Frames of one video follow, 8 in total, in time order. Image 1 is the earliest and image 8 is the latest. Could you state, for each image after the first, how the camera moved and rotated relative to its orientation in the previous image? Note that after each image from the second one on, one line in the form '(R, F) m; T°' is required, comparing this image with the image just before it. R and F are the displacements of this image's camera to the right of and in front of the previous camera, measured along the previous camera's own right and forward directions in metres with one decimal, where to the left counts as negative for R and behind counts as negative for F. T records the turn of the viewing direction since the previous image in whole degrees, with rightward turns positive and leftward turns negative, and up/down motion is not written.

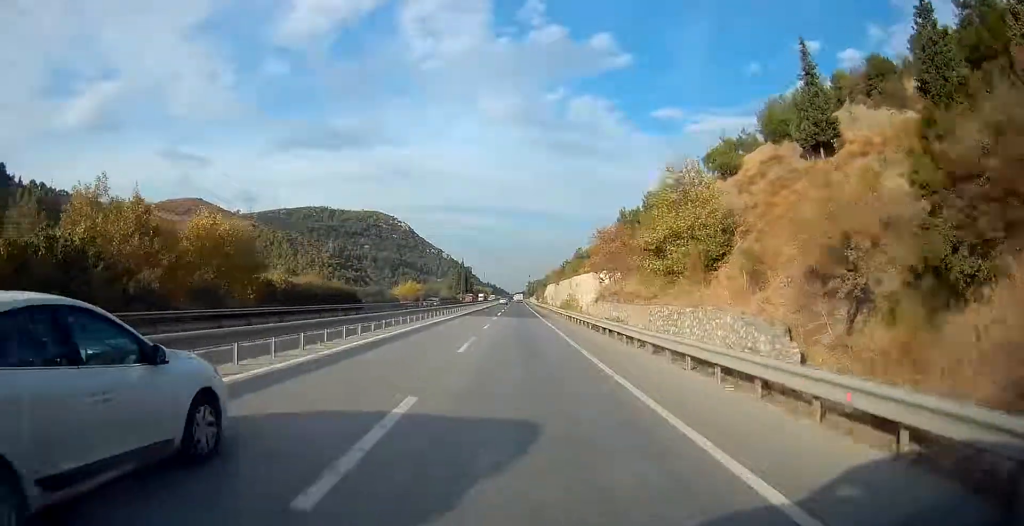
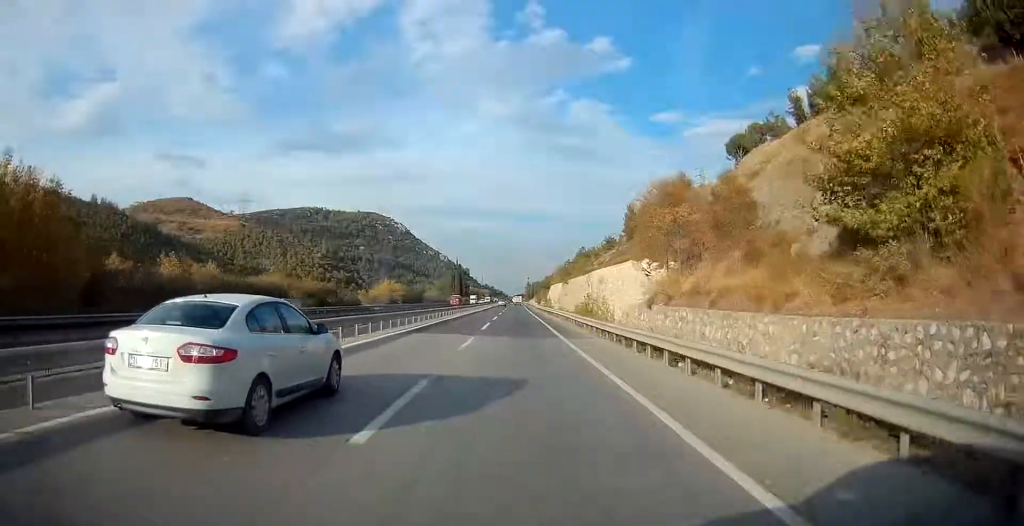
(0.0, +22.1) m; 0°
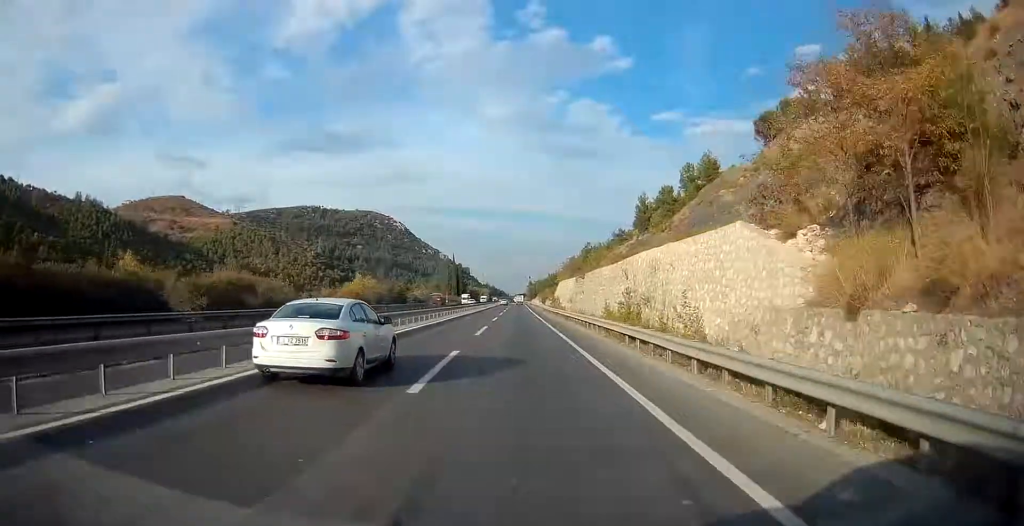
(+0.1, +20.0) m; 0°
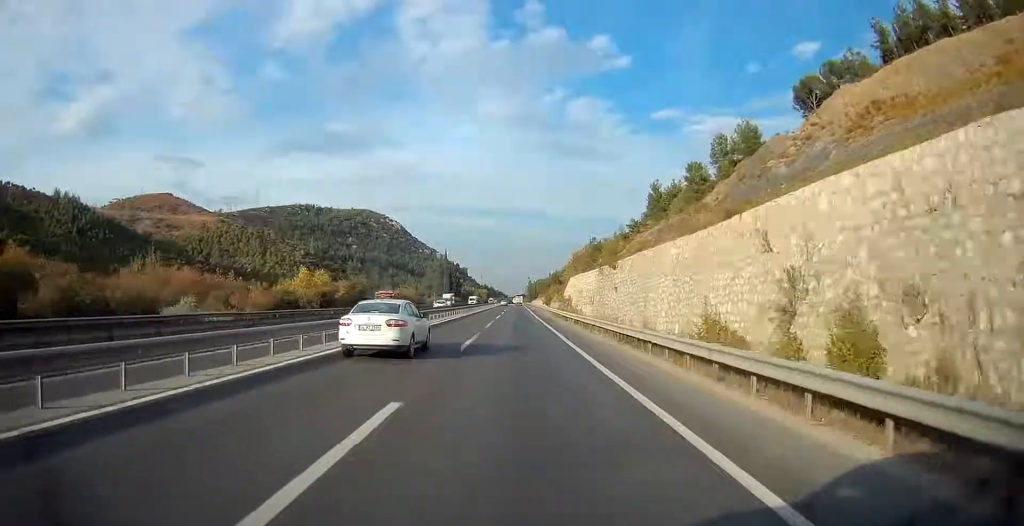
(-0.2, +23.5) m; 0°
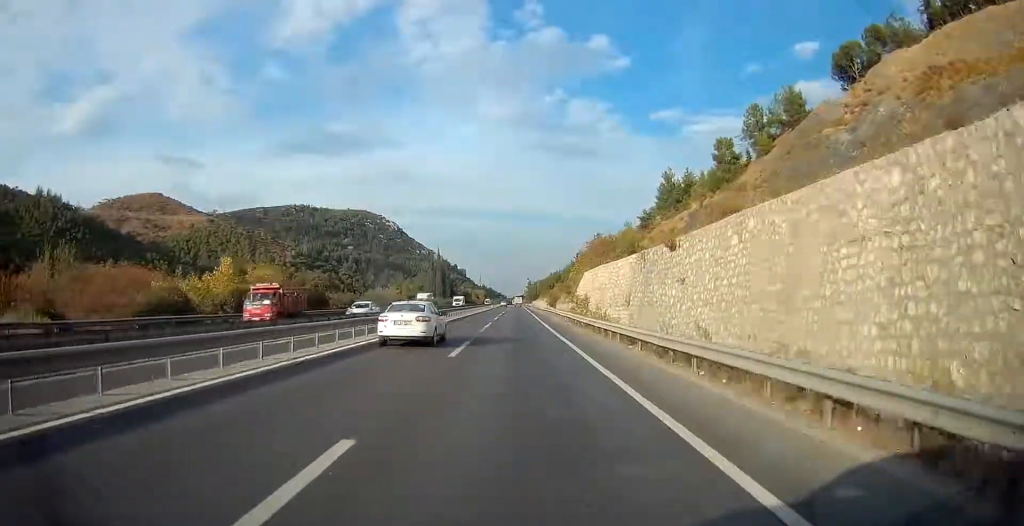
(+0.1, +18.6) m; 0°
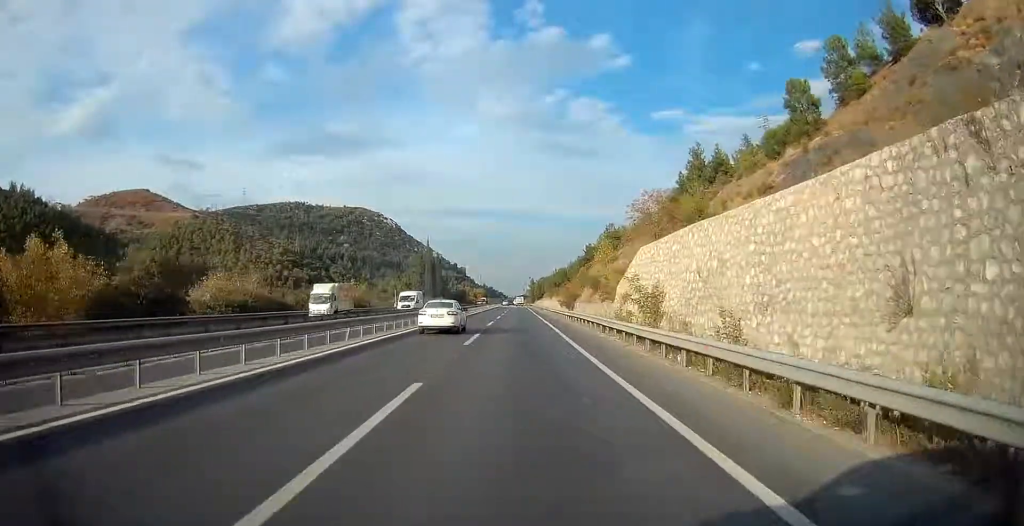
(+0.1, +29.1) m; 0°
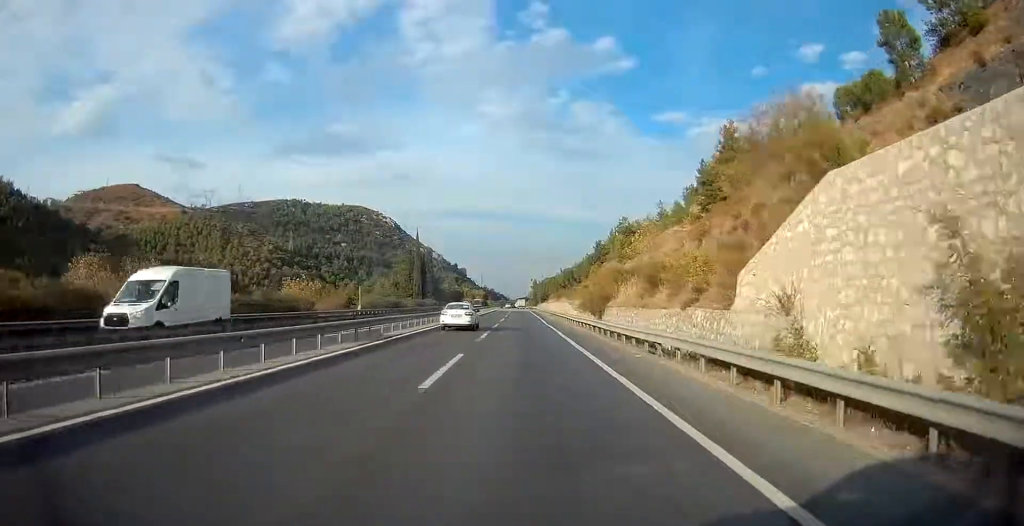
(0.0, +23.3) m; -1°
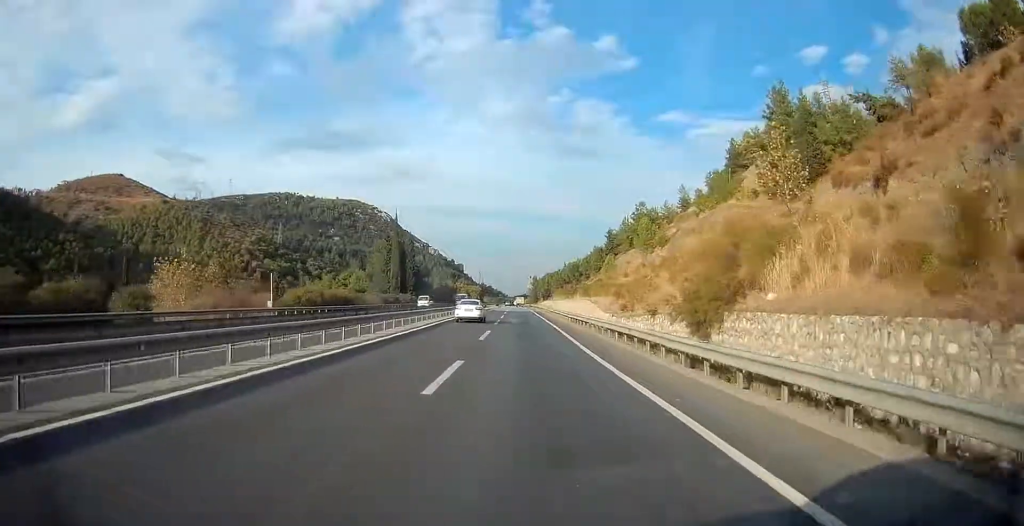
(-0.3, +27.5) m; 0°
